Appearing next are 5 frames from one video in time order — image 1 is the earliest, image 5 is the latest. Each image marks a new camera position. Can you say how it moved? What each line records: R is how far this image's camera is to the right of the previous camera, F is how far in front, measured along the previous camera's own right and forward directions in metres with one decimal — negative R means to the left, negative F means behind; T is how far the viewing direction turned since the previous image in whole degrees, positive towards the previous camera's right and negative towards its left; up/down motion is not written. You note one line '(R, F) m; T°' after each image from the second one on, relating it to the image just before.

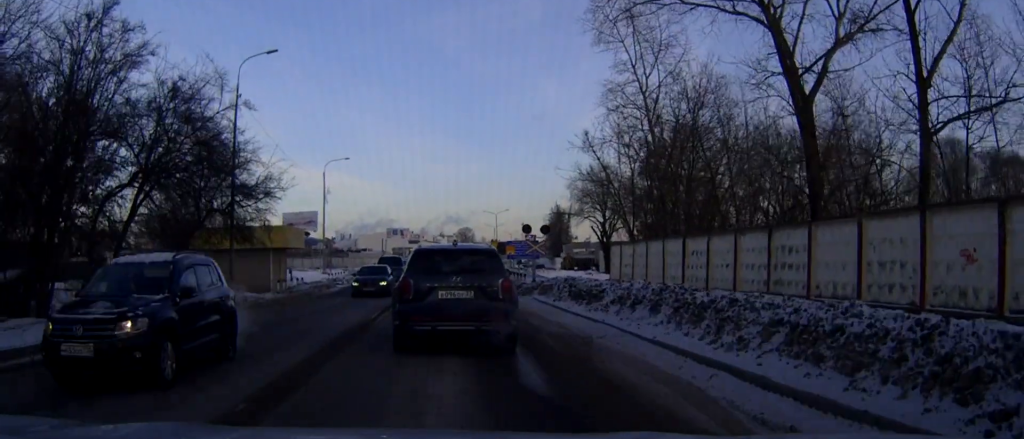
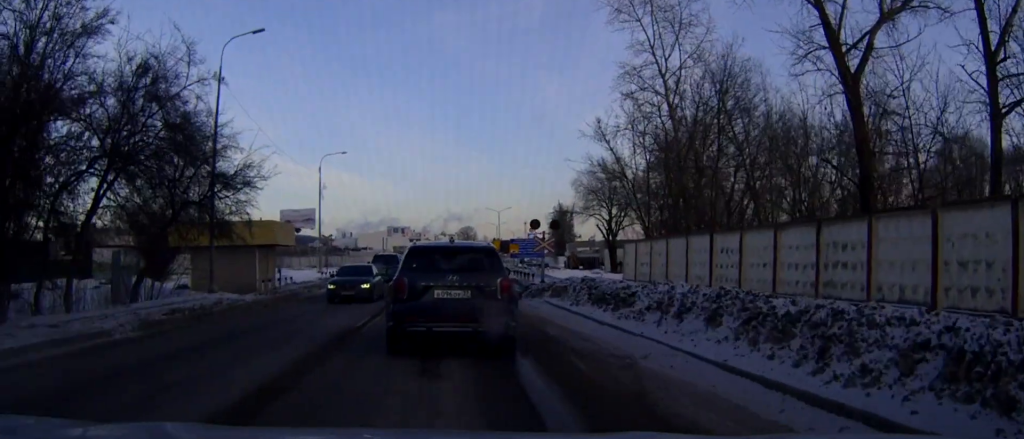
(0.0, +3.2) m; -1°
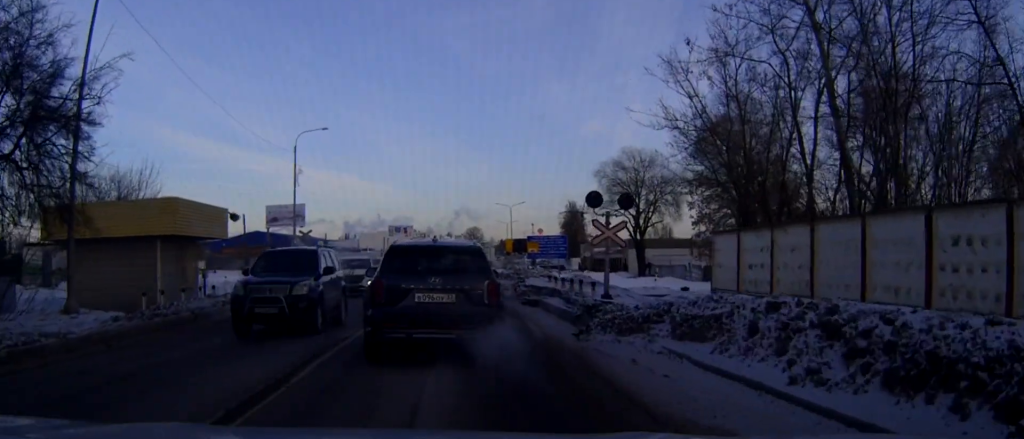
(+0.1, +13.4) m; +3°
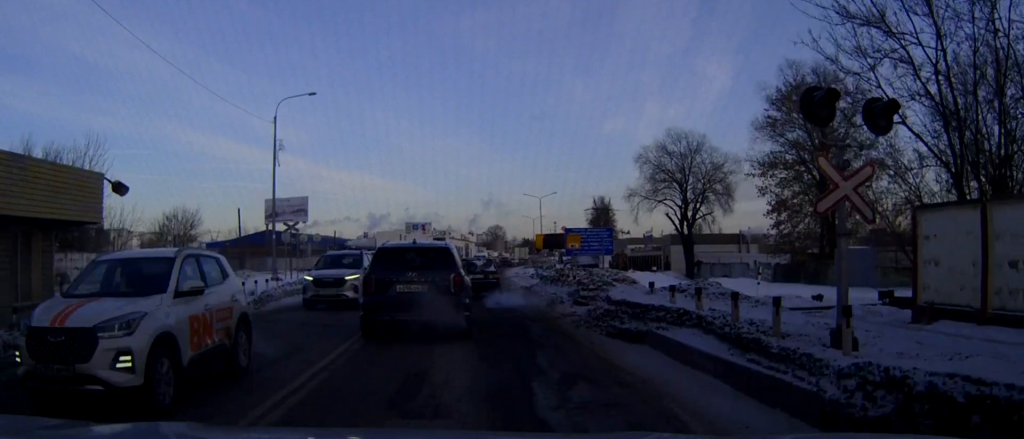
(-0.6, +12.1) m; -4°
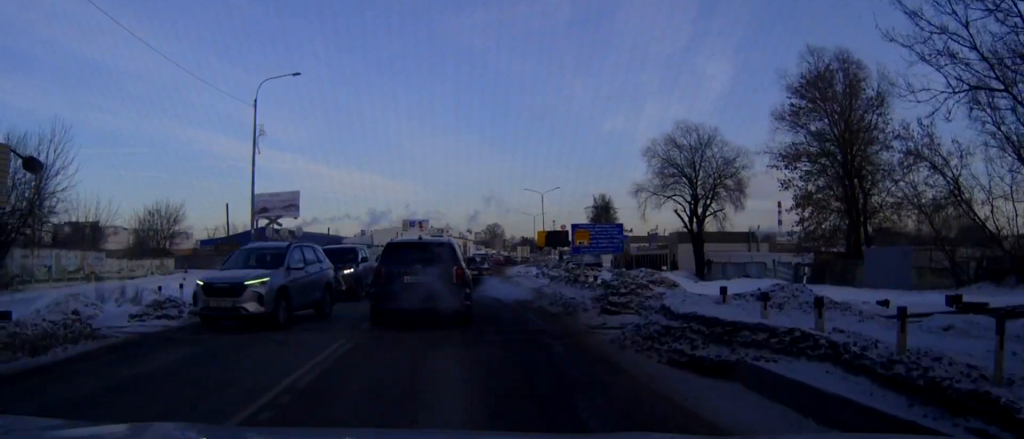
(+0.1, +4.1) m; +2°
